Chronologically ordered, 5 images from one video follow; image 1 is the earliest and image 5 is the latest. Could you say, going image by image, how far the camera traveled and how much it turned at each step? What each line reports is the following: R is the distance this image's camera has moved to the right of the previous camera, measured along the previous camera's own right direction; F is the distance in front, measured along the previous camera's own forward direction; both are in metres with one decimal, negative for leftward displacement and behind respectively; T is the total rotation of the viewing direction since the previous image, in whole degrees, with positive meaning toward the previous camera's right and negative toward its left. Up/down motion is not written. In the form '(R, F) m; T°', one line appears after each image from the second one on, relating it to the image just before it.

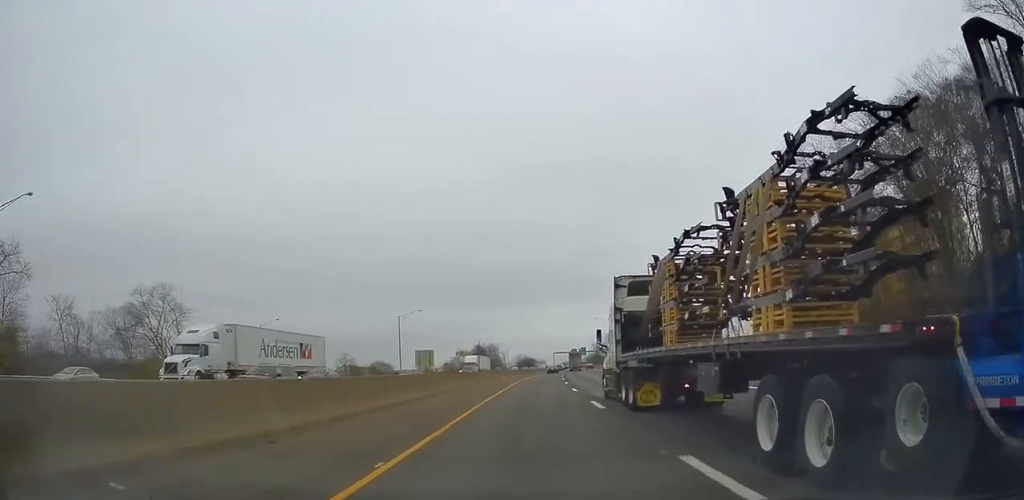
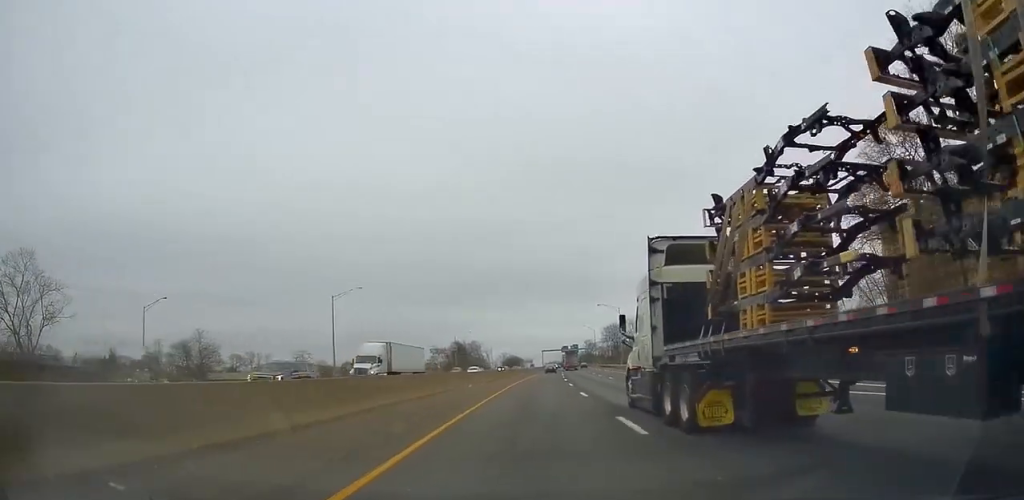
(-0.2, +31.3) m; +1°
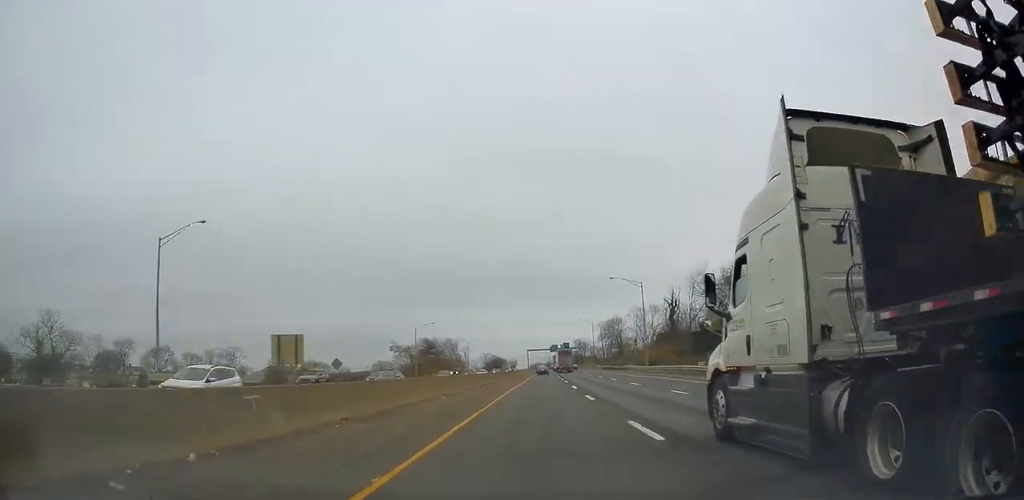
(+1.0, +37.8) m; +3°
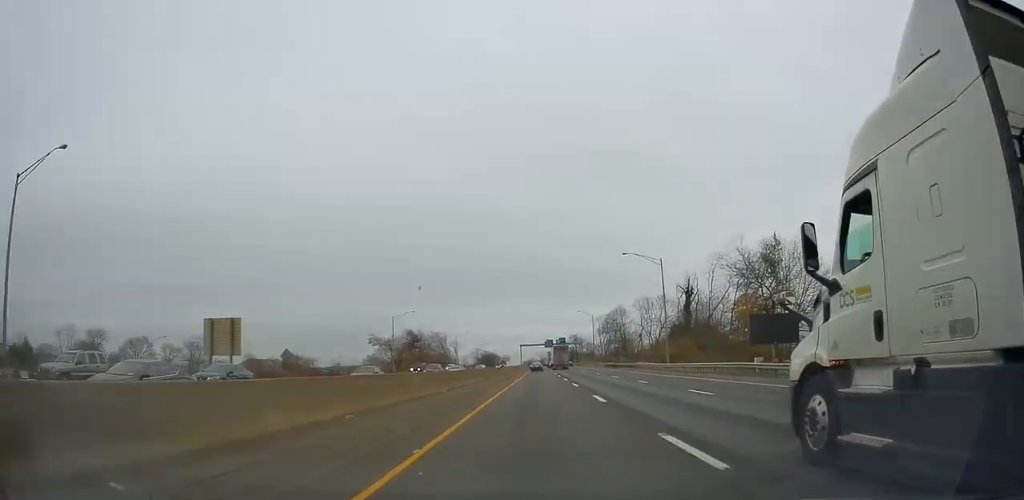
(0.0, +15.5) m; 0°
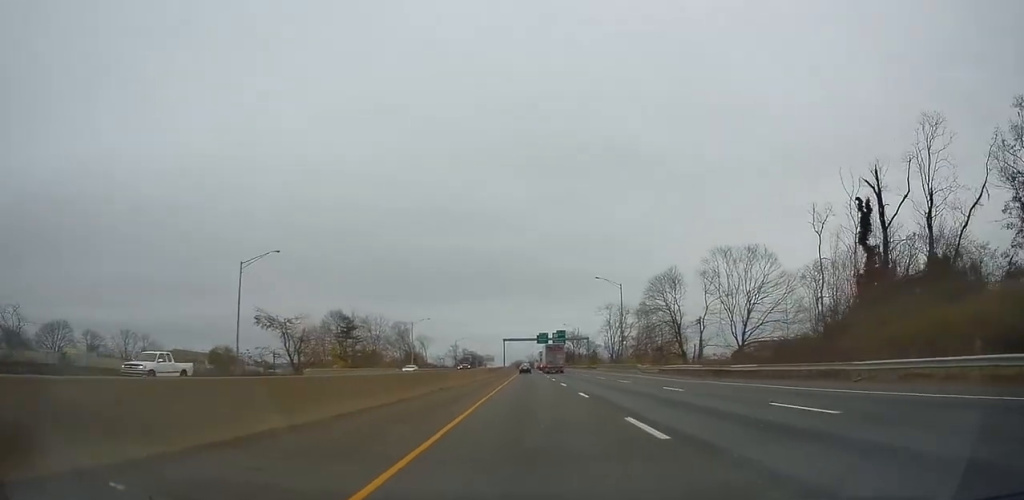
(+0.6, +58.6) m; +2°
